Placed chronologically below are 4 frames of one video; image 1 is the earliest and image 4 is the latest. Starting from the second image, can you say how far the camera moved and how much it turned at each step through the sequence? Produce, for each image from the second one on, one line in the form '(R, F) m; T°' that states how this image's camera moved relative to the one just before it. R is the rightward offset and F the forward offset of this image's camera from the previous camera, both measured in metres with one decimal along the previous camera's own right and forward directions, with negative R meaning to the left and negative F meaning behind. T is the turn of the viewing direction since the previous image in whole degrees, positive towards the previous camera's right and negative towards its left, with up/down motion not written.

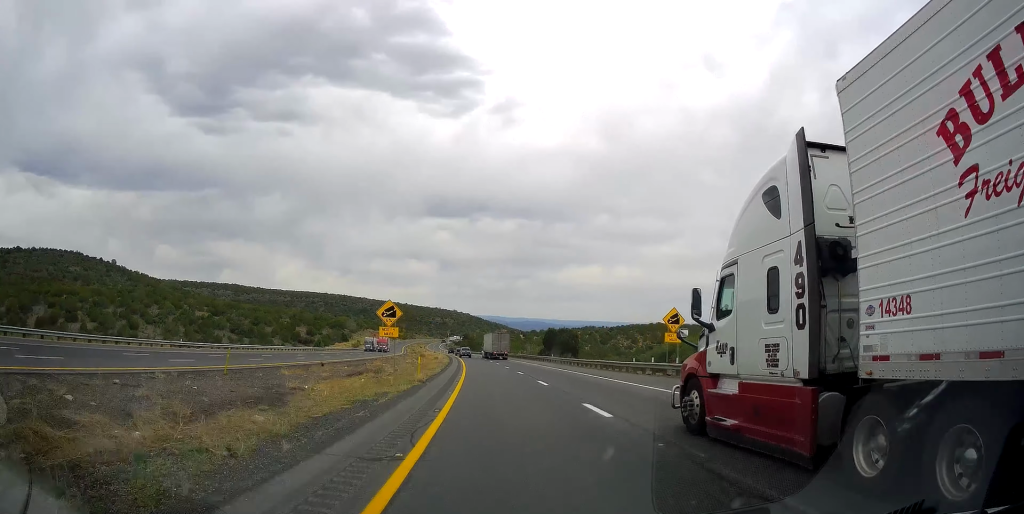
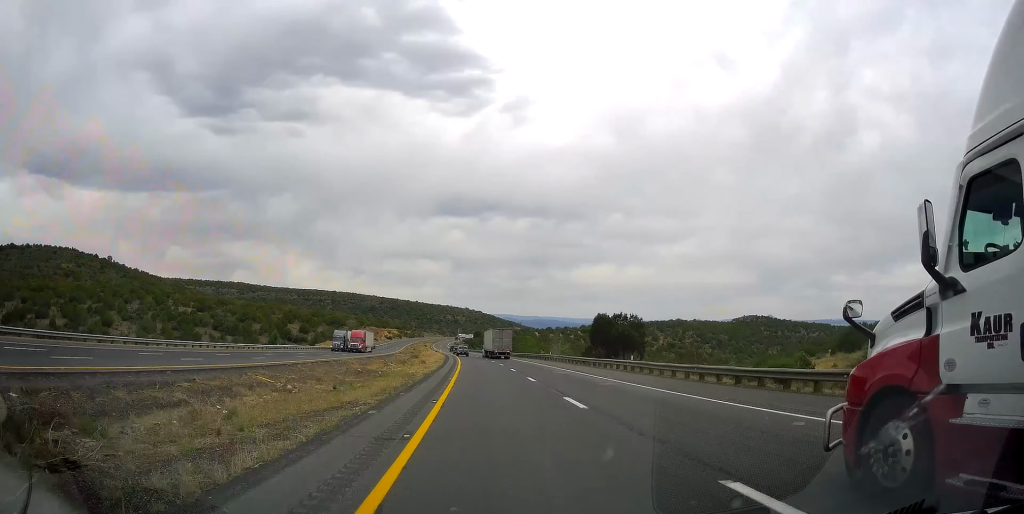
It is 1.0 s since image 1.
(-0.8, +34.8) m; -2°
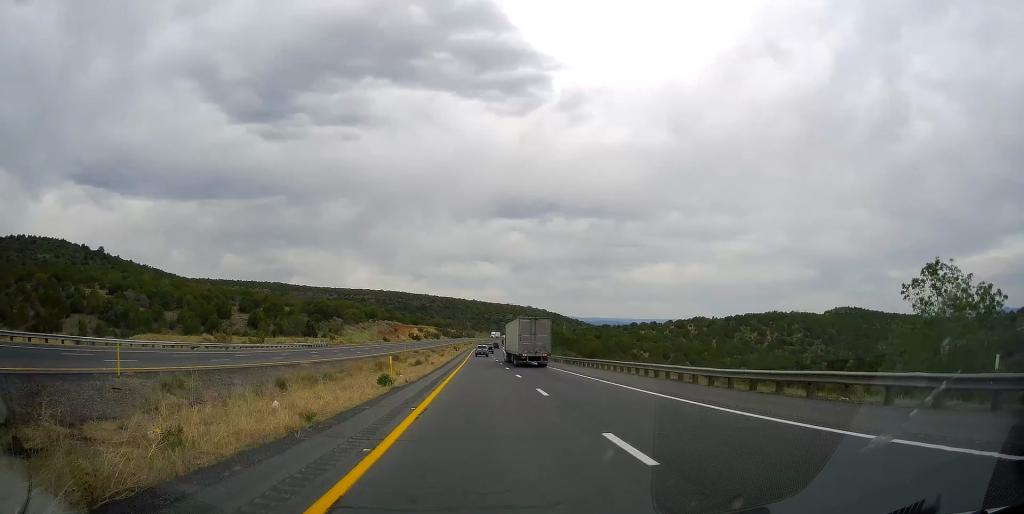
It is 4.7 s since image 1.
(-5.4, +130.1) m; -6°
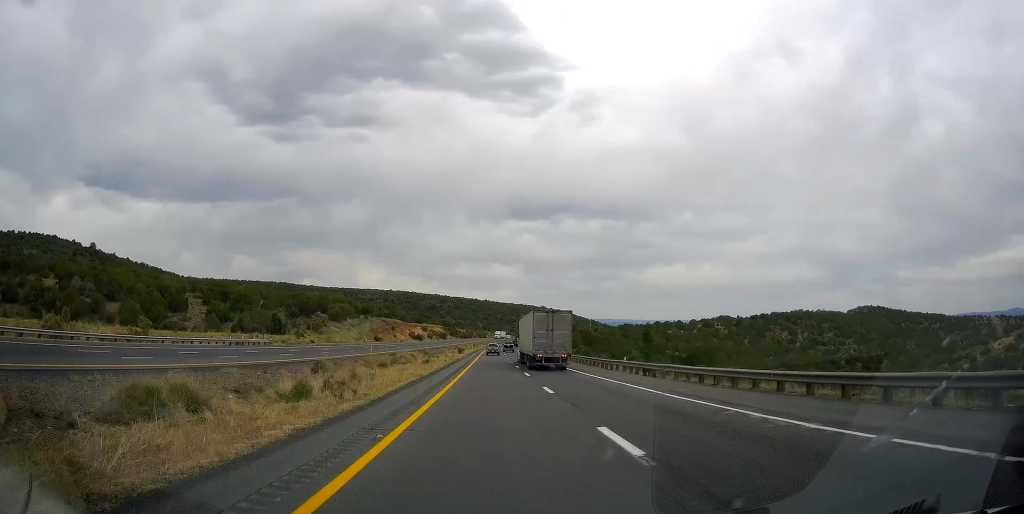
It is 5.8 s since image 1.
(-0.3, +36.2) m; -1°
